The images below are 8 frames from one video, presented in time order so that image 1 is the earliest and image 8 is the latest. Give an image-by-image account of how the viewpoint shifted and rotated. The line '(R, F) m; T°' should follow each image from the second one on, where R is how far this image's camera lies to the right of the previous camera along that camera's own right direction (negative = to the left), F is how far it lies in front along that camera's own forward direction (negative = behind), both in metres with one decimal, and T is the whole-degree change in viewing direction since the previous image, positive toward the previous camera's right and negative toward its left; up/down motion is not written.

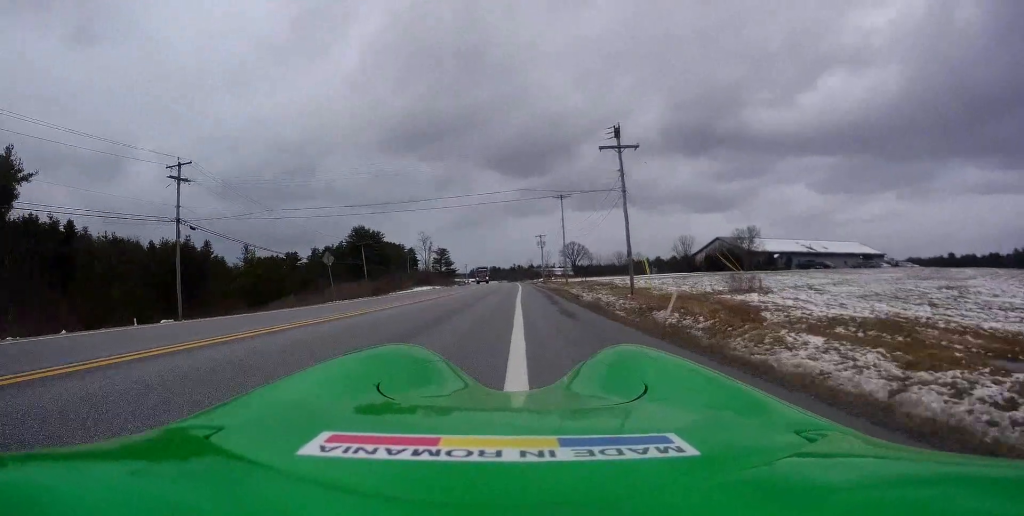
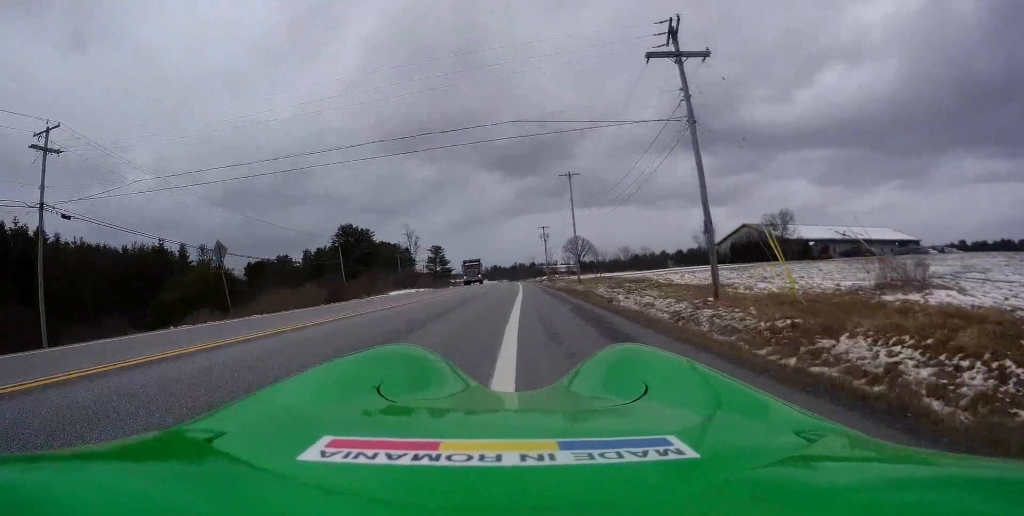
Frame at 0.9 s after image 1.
(+0.3, +14.6) m; +1°
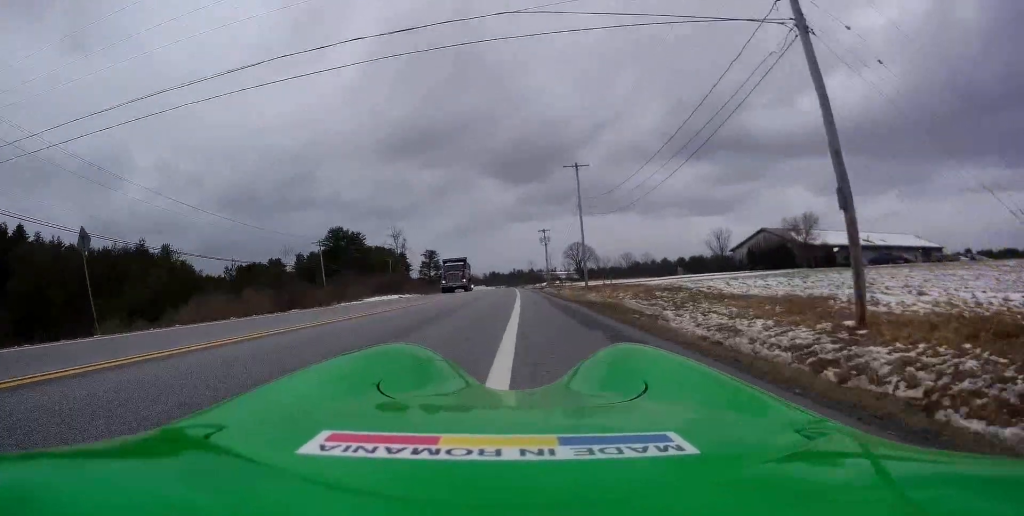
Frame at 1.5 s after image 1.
(0.0, +9.2) m; 0°
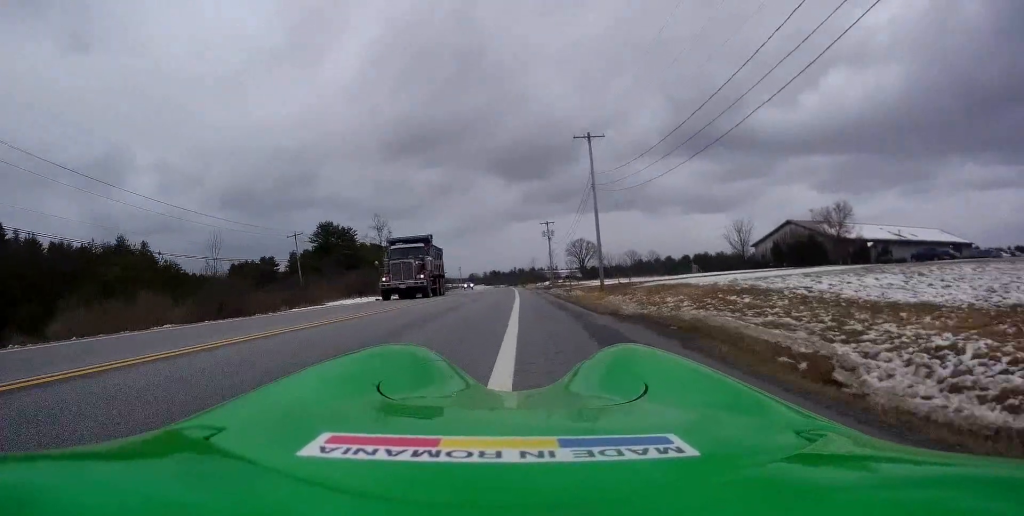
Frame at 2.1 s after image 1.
(-0.1, +9.9) m; 0°
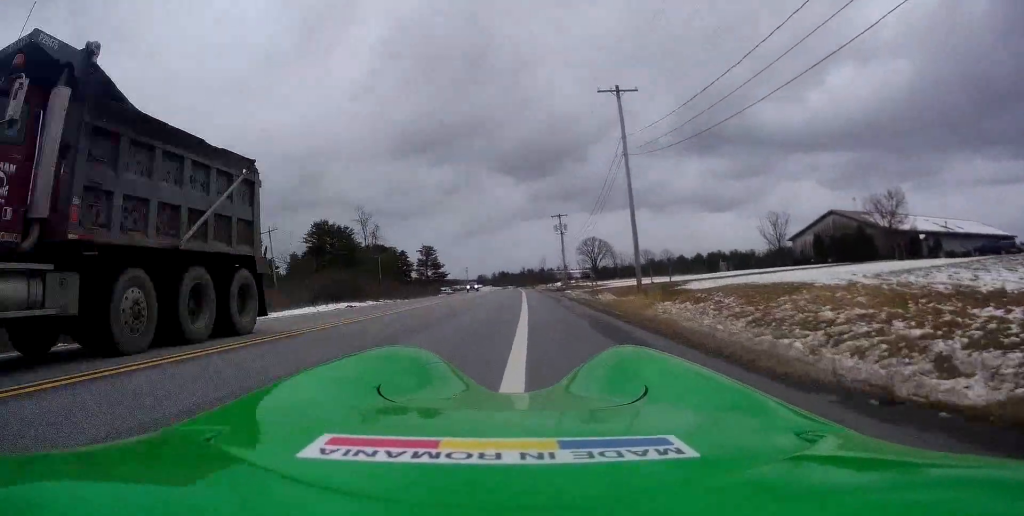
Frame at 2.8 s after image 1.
(-0.1, +11.2) m; 0°
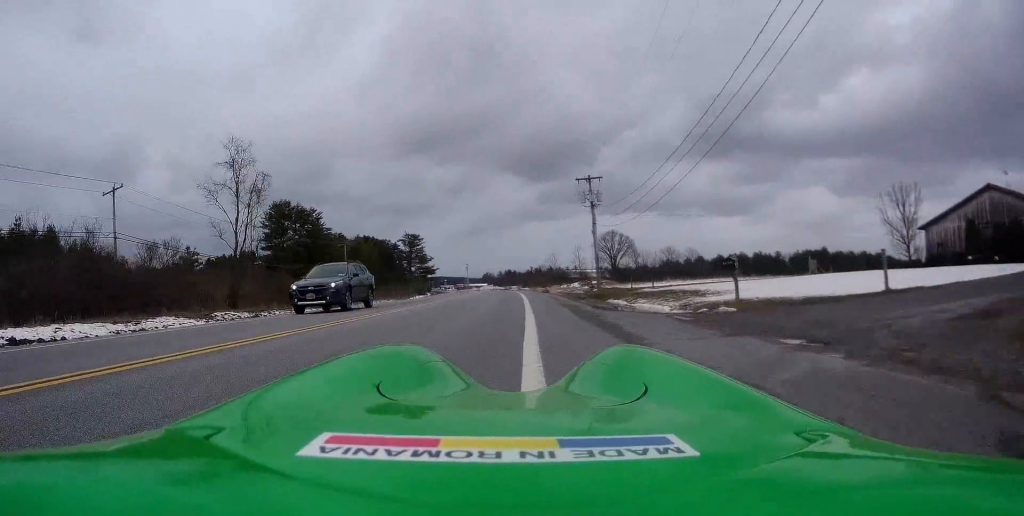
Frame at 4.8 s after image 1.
(-0.1, +30.3) m; -2°
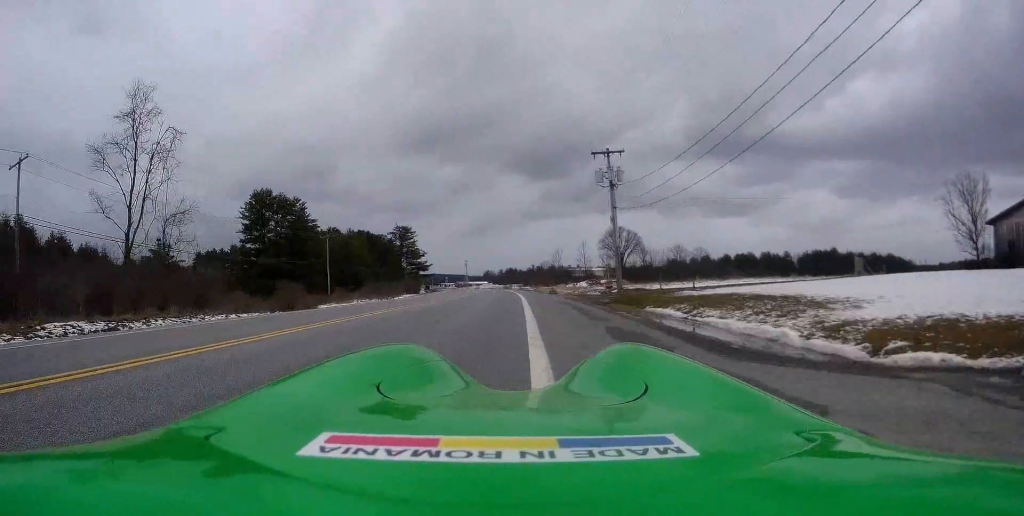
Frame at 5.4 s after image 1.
(-0.2, +10.5) m; -1°
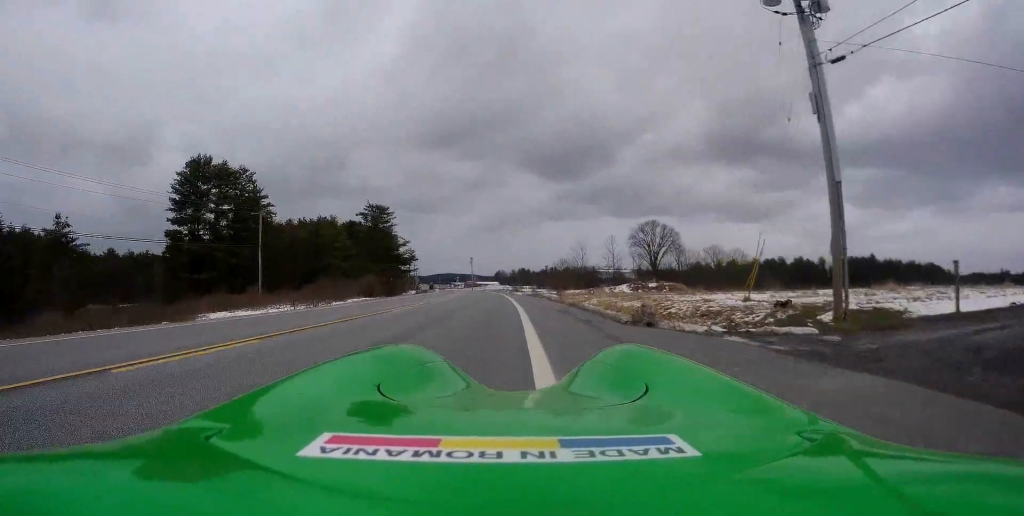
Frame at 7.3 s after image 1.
(-0.5, +29.3) m; -1°
